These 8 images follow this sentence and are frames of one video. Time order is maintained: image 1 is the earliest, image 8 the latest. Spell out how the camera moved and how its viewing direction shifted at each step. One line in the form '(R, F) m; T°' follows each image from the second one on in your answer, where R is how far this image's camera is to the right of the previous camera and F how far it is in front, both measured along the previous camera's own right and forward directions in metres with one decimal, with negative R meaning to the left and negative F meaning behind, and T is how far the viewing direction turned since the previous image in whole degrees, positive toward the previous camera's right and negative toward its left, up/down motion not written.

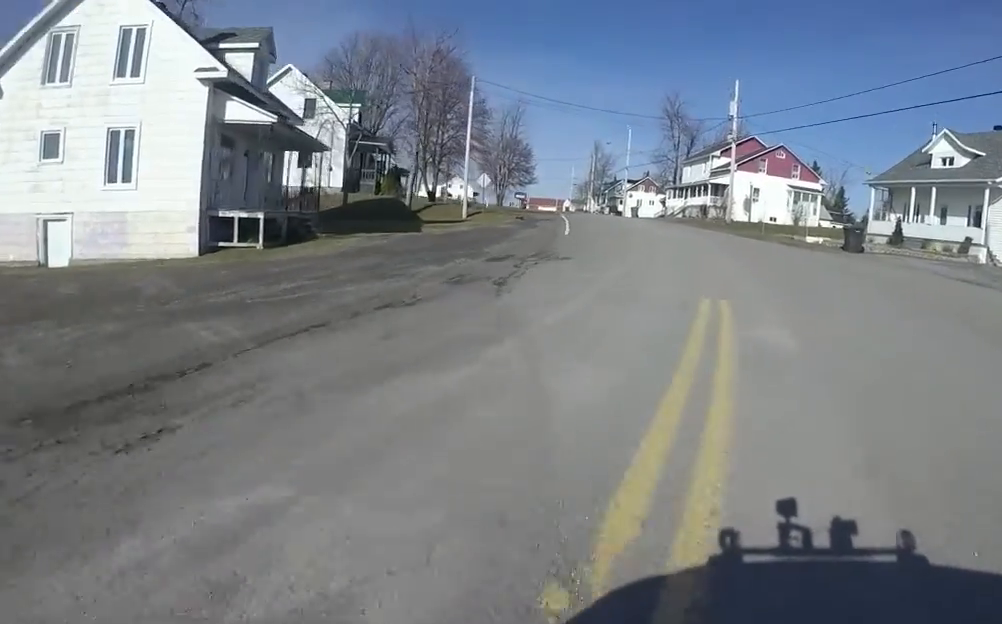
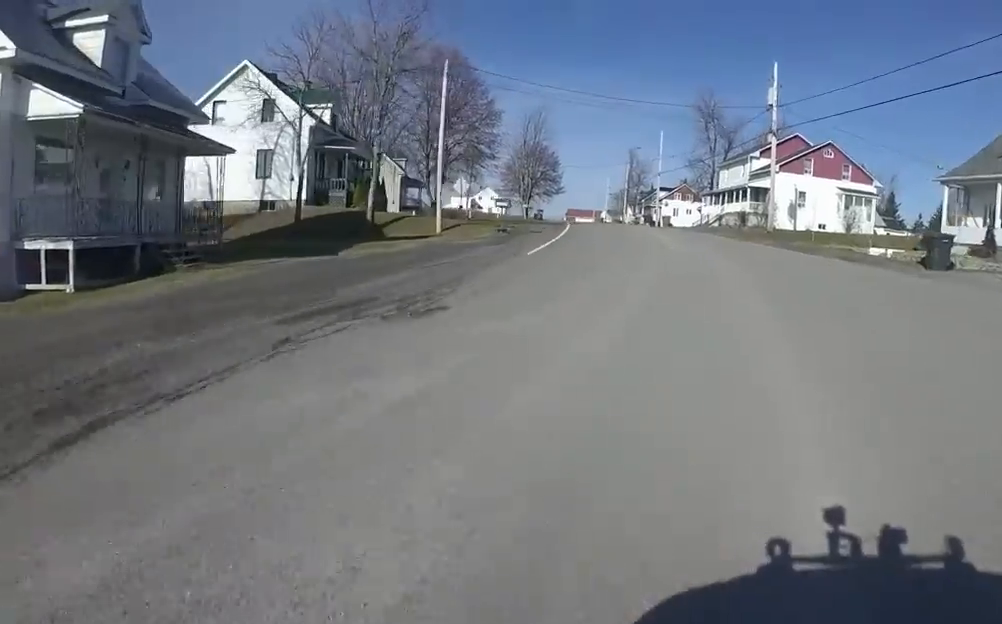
(+0.2, +6.6) m; -2°
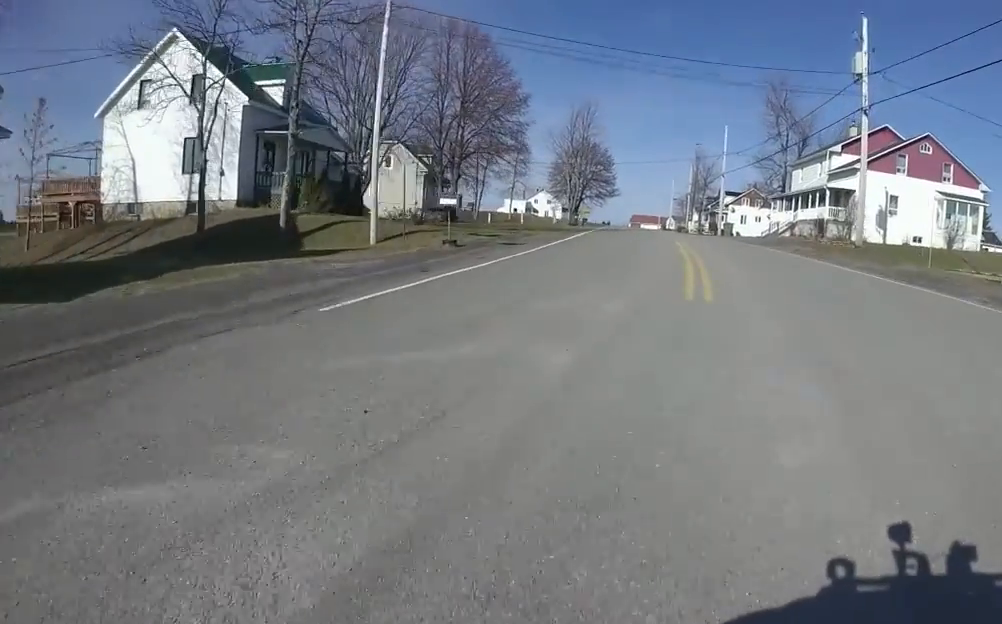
(-0.6, +8.8) m; -10°
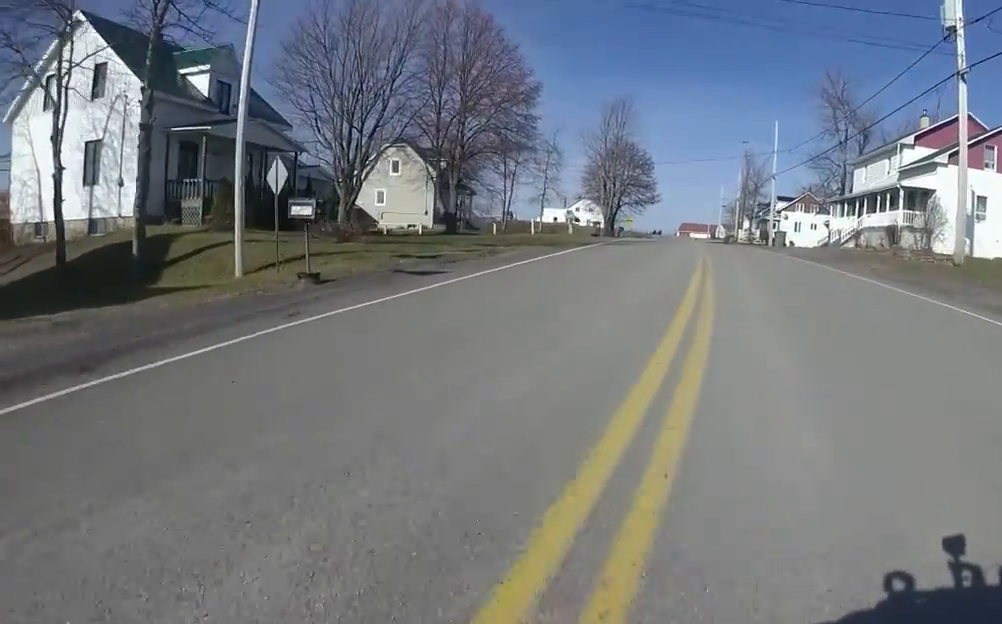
(-0.6, +7.3) m; -2°
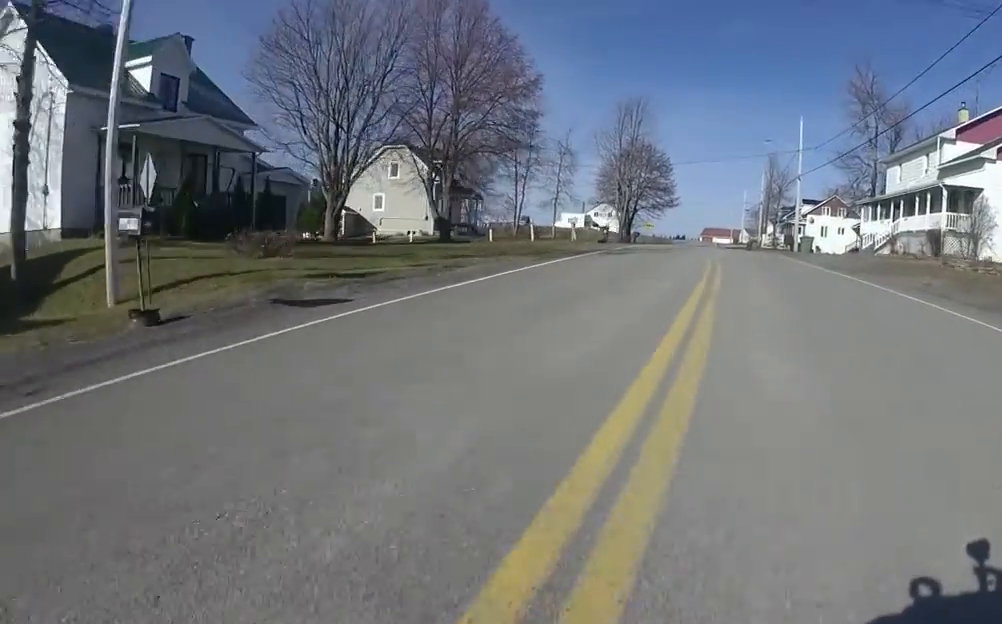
(-0.2, +3.8) m; 0°
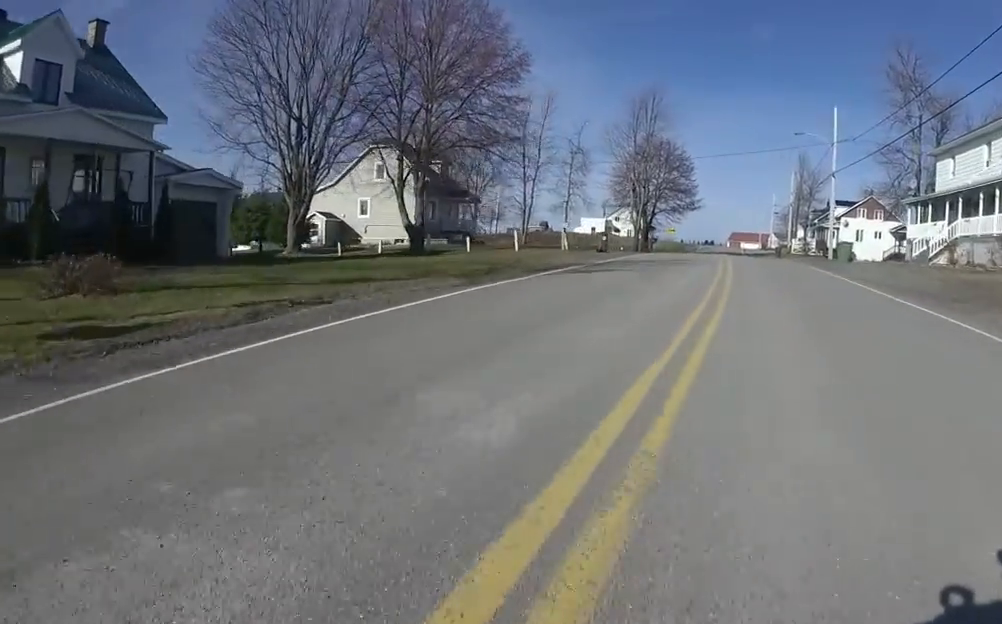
(+0.5, +6.1) m; 0°
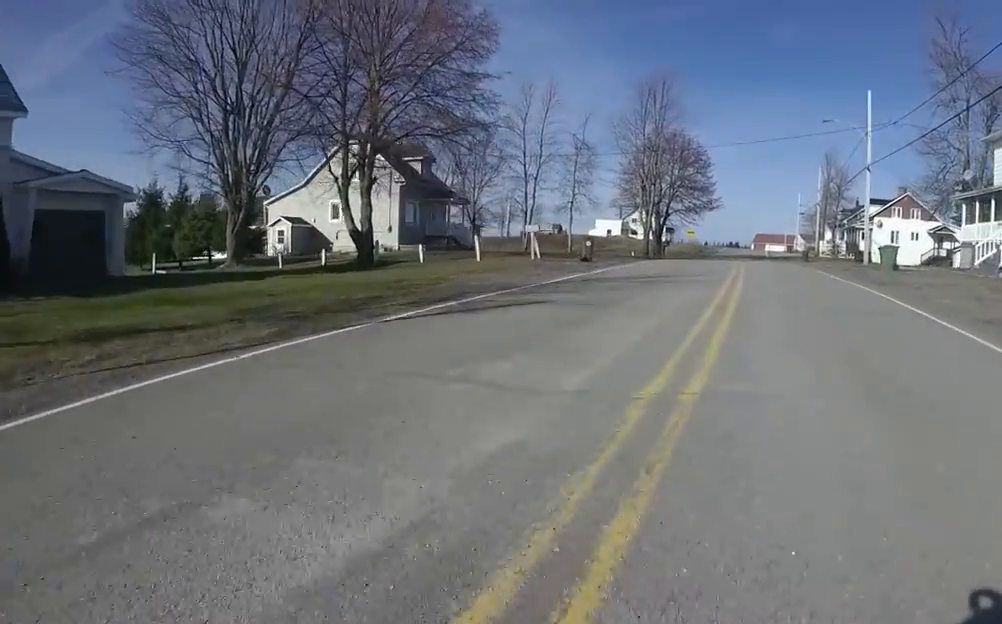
(-0.2, +6.3) m; 0°
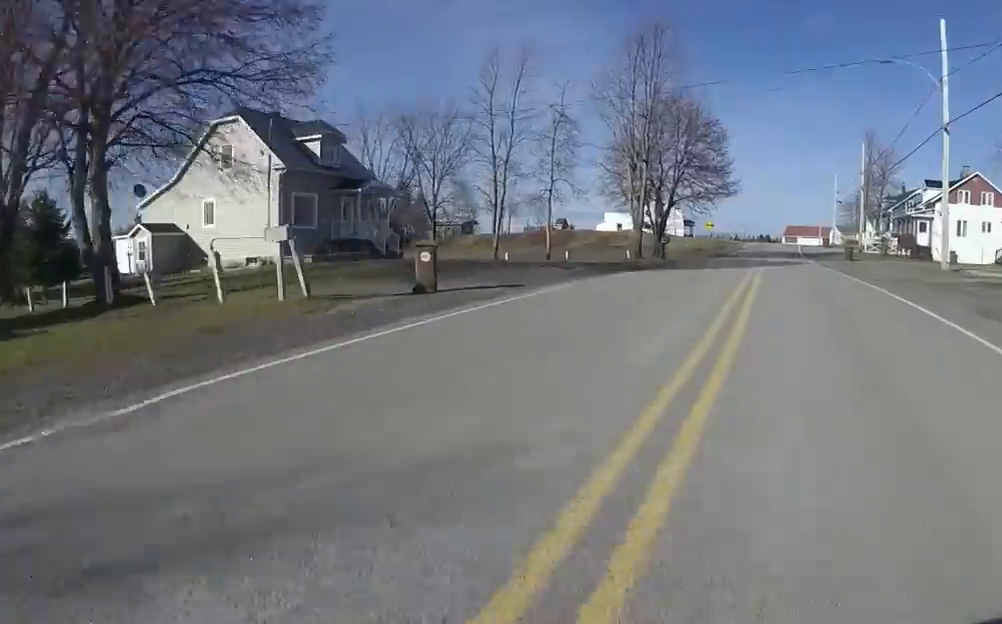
(+0.1, +12.9) m; -1°
